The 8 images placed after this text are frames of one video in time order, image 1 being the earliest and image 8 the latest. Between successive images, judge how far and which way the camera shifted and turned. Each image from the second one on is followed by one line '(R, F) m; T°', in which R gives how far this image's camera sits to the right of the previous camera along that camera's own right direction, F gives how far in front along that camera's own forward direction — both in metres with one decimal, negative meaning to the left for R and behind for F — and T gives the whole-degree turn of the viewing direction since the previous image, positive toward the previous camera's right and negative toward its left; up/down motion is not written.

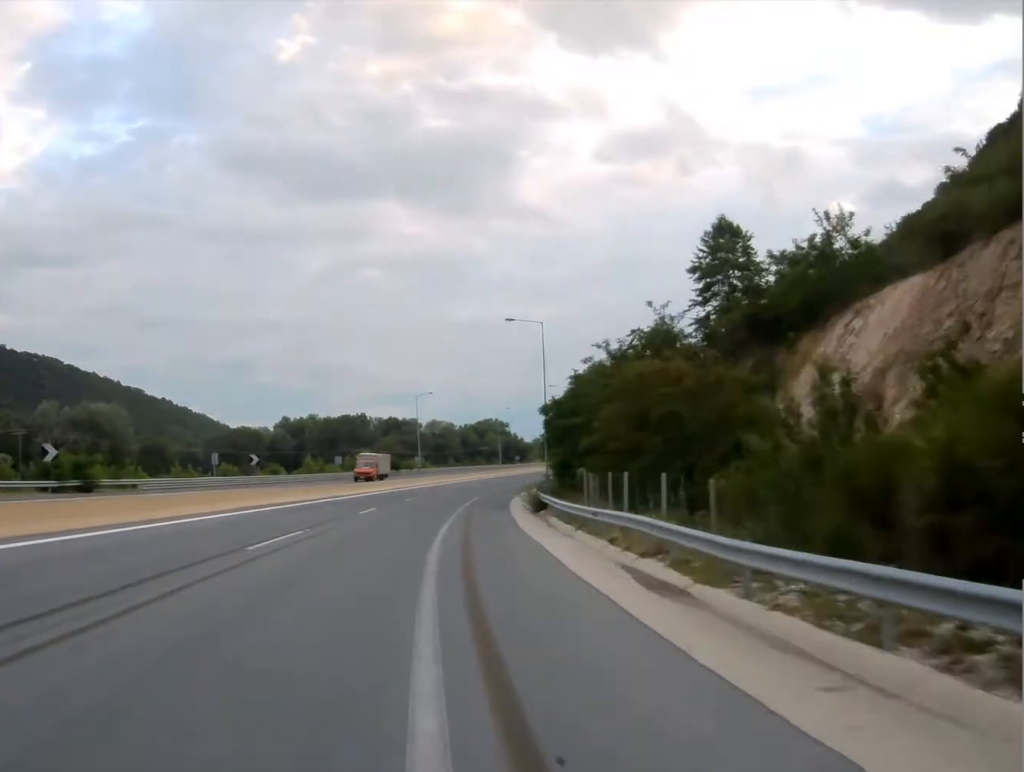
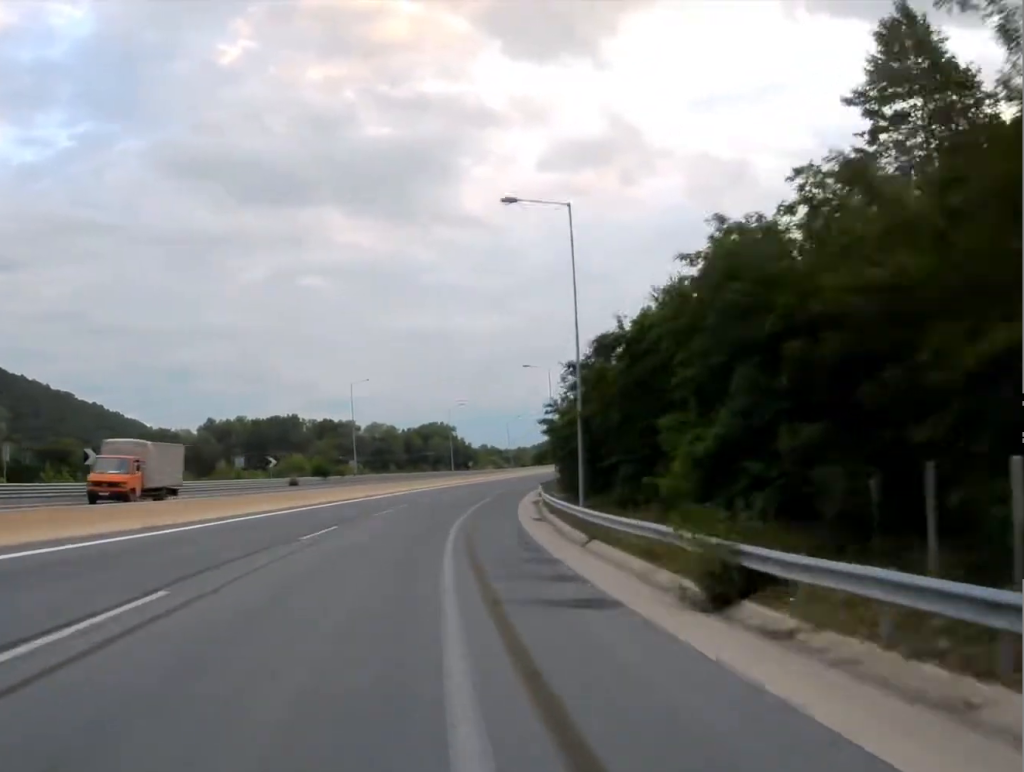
(+1.2, +28.1) m; +4°
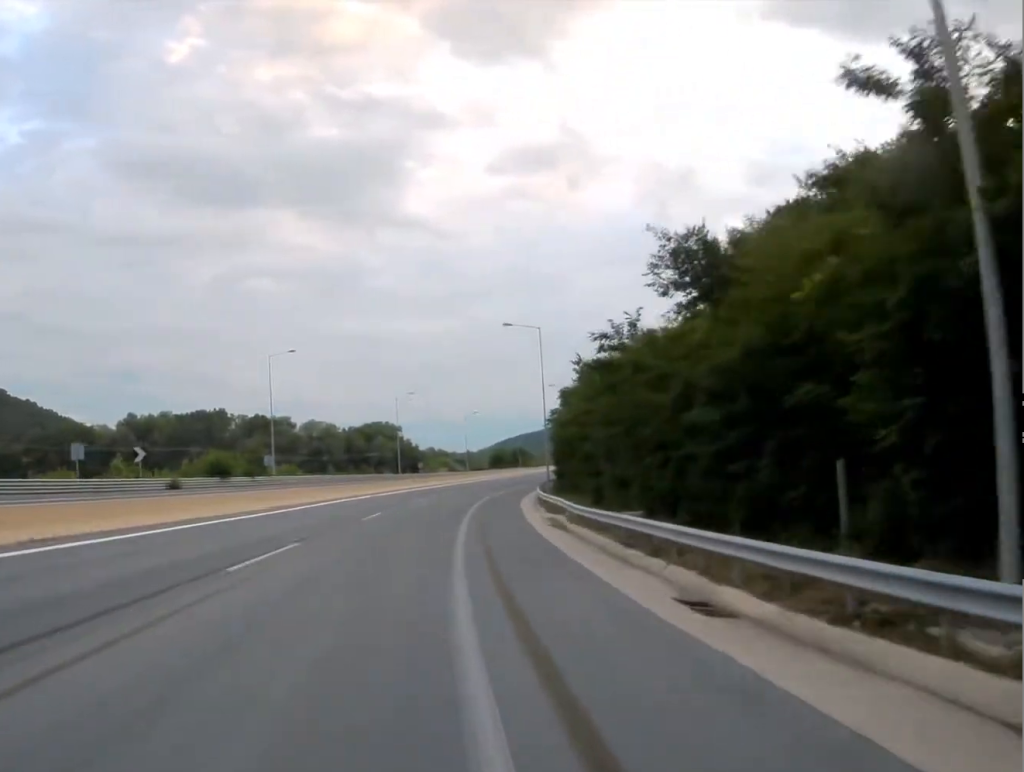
(+0.7, +26.8) m; +3°
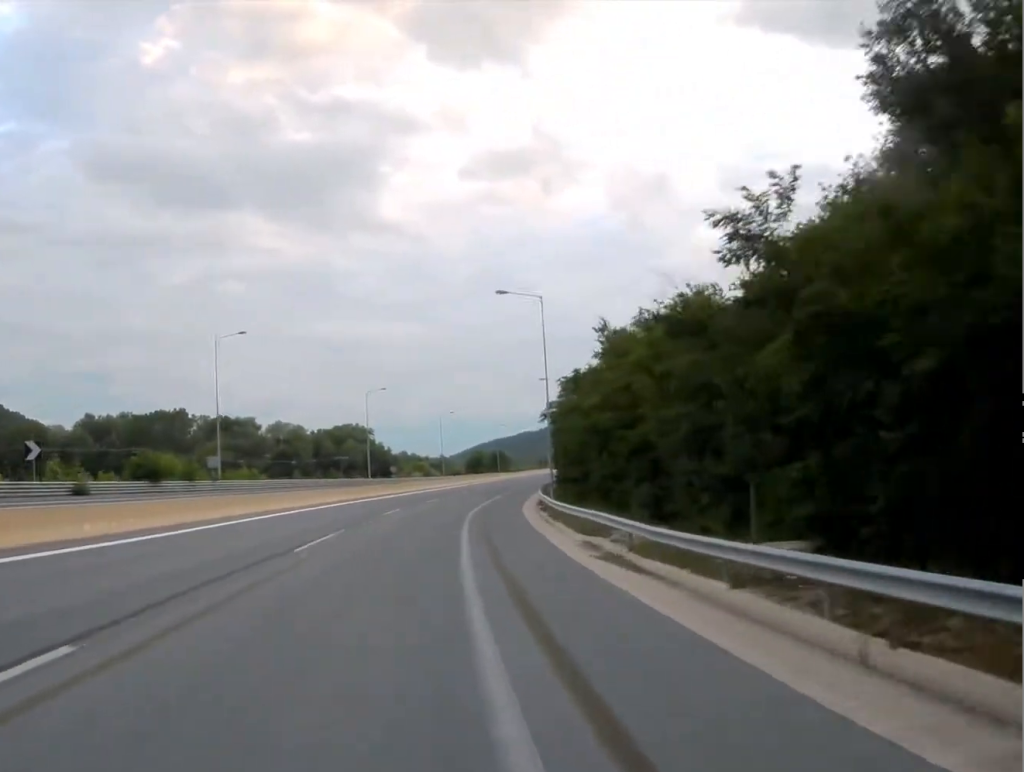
(+0.1, +13.5) m; +2°
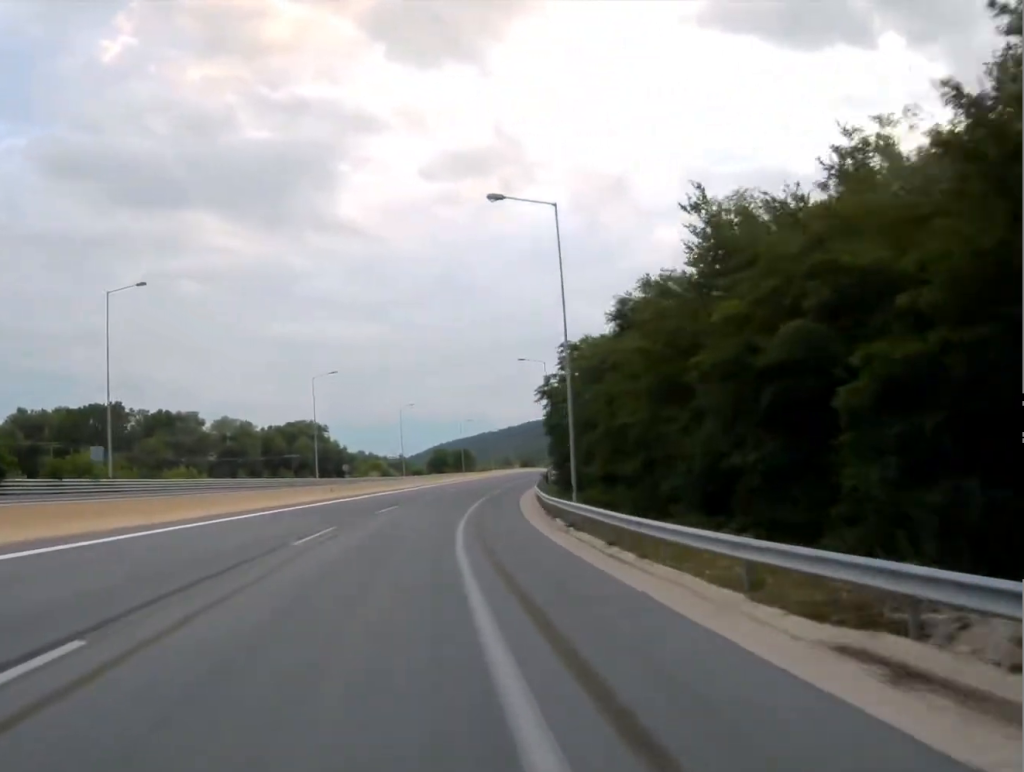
(+0.4, +17.8) m; +2°
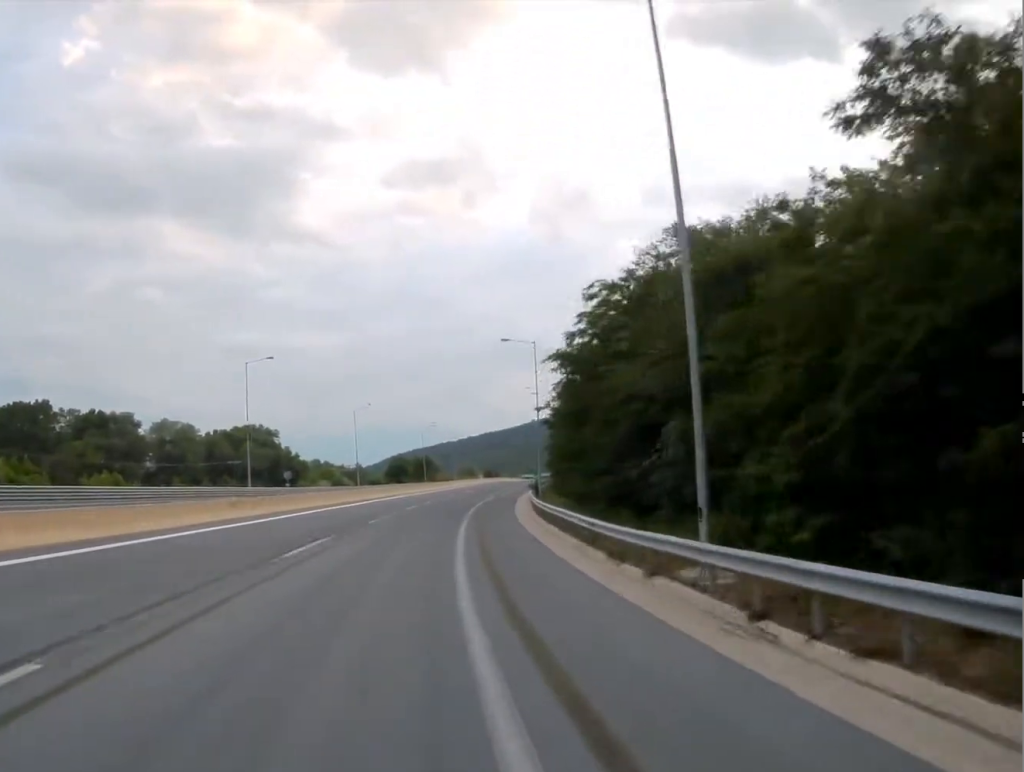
(+0.3, +18.6) m; +2°
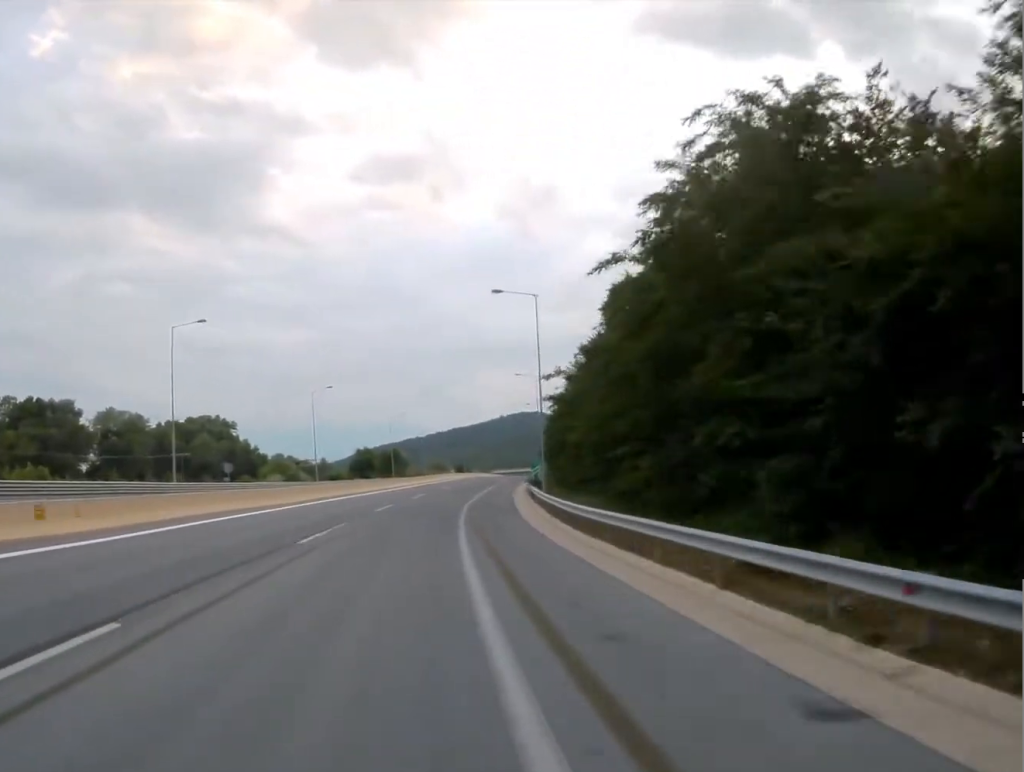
(+0.2, +15.9) m; +2°
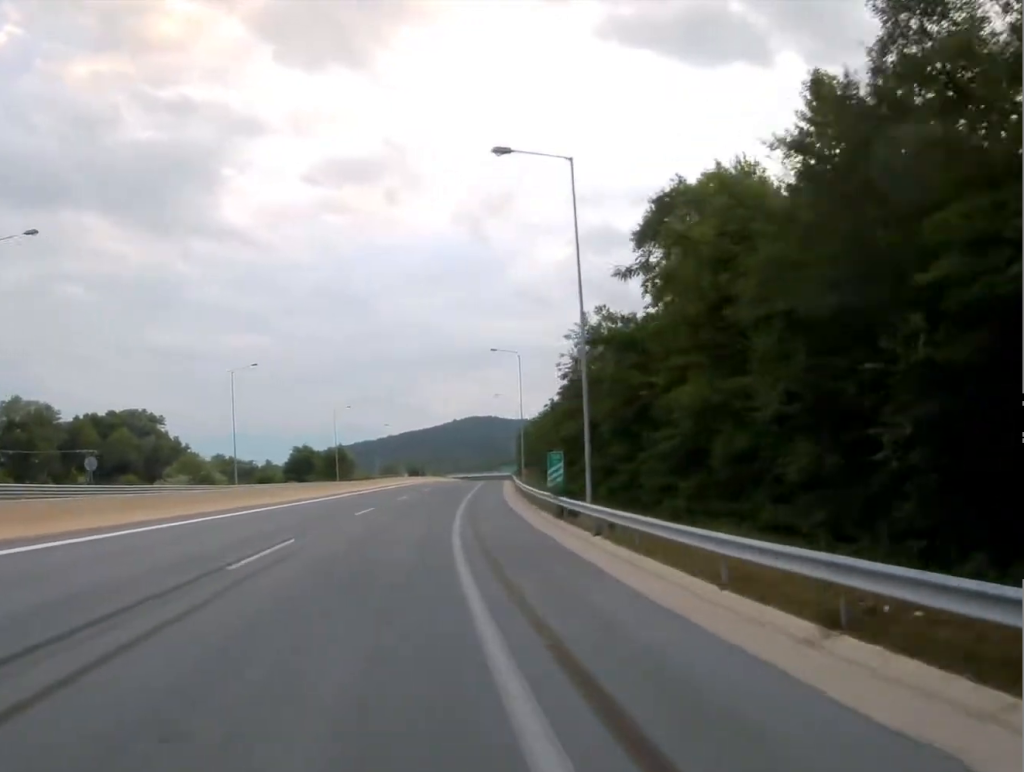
(+0.7, +24.1) m; +4°
